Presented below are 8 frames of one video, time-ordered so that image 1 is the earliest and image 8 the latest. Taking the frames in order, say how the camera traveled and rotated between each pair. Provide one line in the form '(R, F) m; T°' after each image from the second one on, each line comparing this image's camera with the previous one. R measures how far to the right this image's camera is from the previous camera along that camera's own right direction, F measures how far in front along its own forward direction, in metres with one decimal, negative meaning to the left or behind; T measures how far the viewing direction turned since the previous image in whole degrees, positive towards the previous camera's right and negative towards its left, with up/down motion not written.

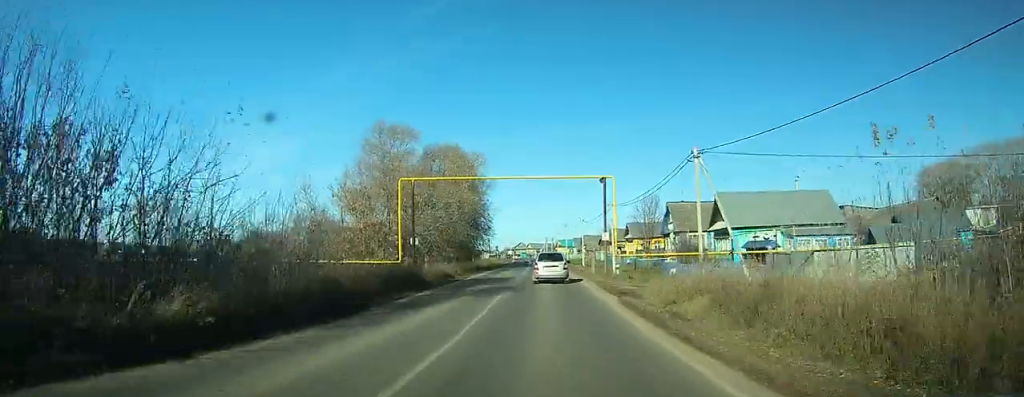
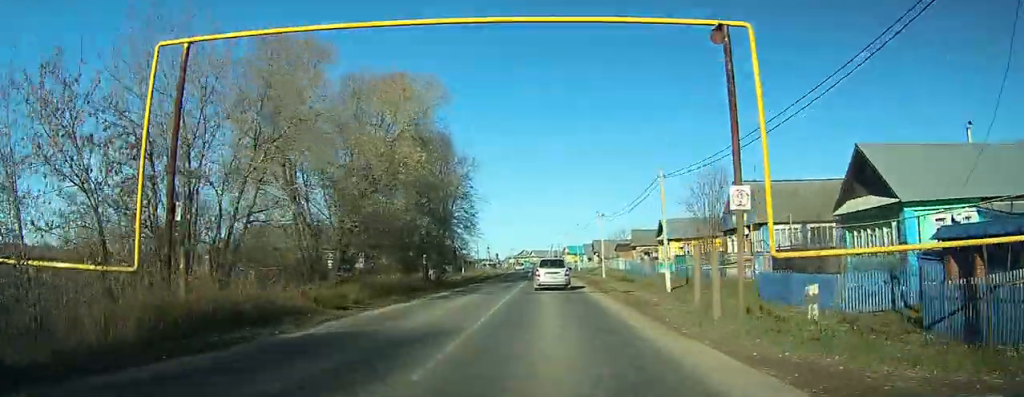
(-0.4, +20.1) m; +2°
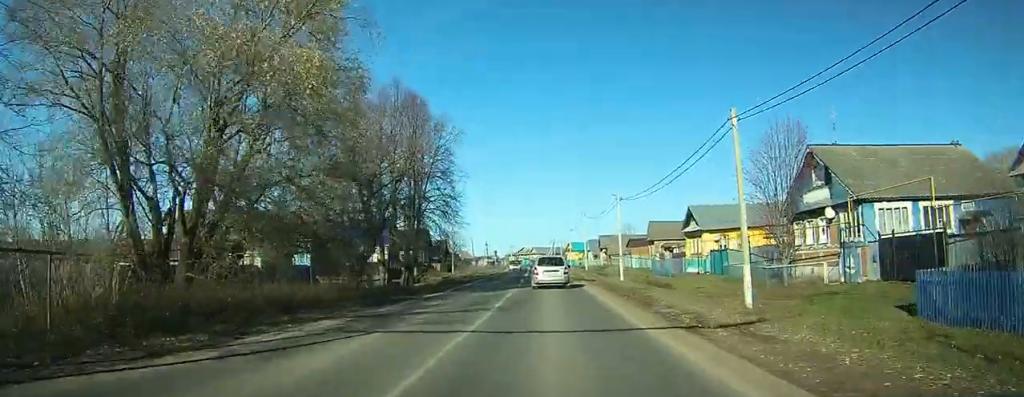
(+0.7, +13.2) m; +2°
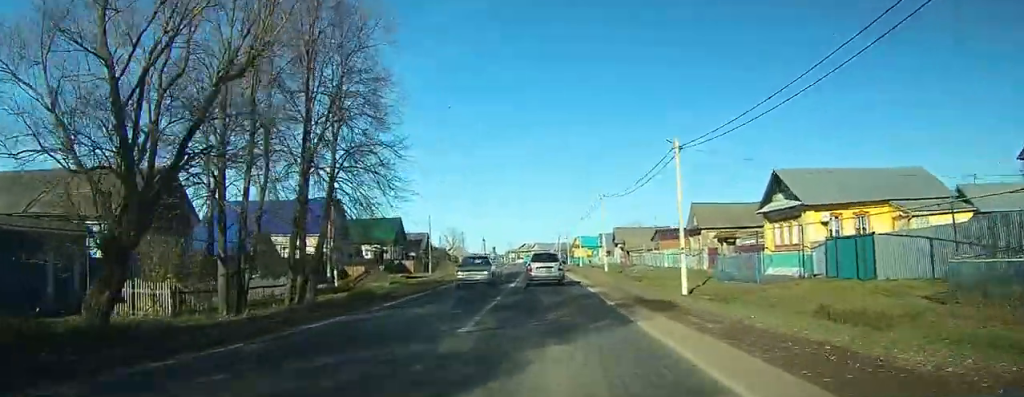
(+0.5, +21.7) m; +1°
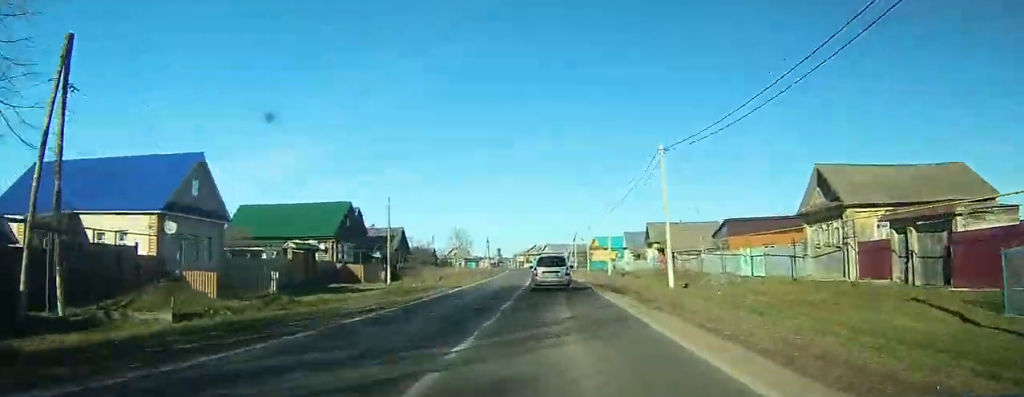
(-0.3, +26.2) m; -1°
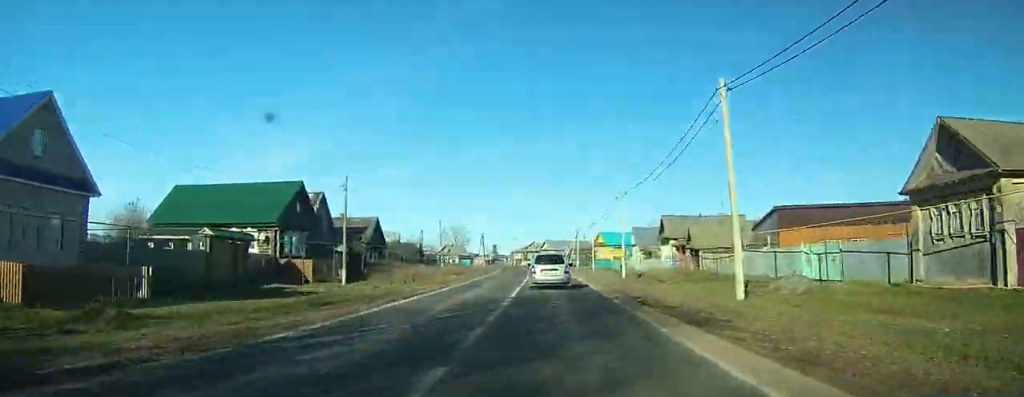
(-0.2, +11.8) m; -1°
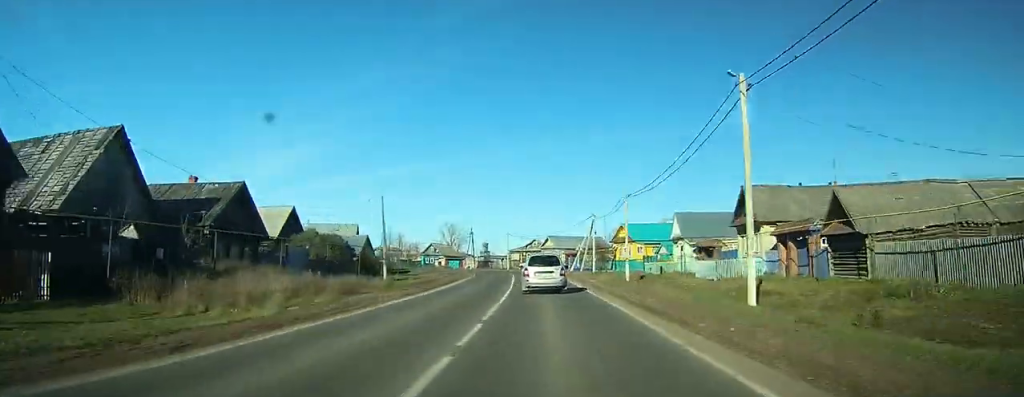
(-0.2, +31.1) m; -1°
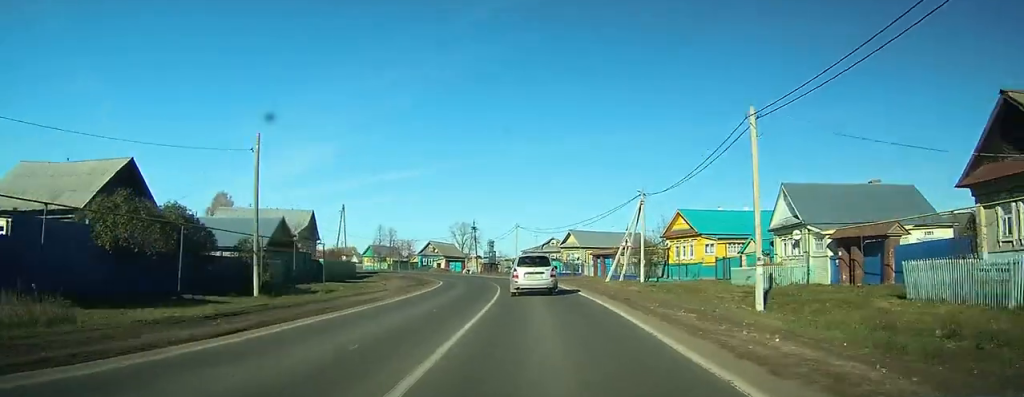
(-0.4, +27.7) m; -2°
